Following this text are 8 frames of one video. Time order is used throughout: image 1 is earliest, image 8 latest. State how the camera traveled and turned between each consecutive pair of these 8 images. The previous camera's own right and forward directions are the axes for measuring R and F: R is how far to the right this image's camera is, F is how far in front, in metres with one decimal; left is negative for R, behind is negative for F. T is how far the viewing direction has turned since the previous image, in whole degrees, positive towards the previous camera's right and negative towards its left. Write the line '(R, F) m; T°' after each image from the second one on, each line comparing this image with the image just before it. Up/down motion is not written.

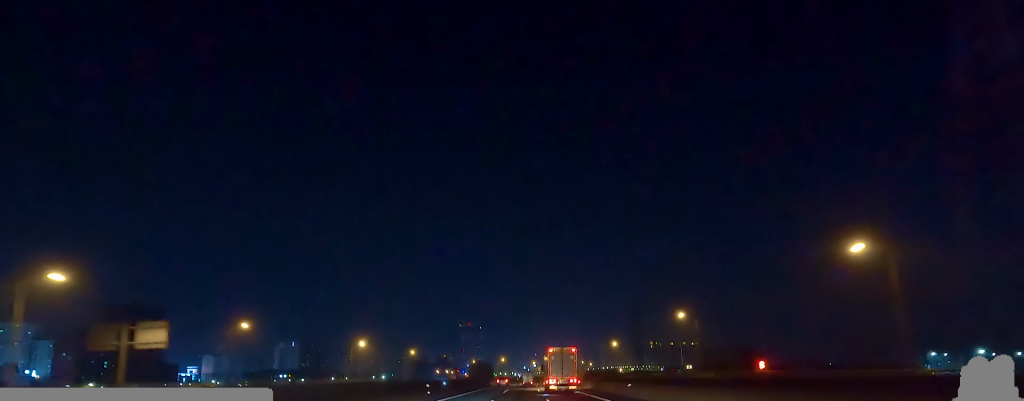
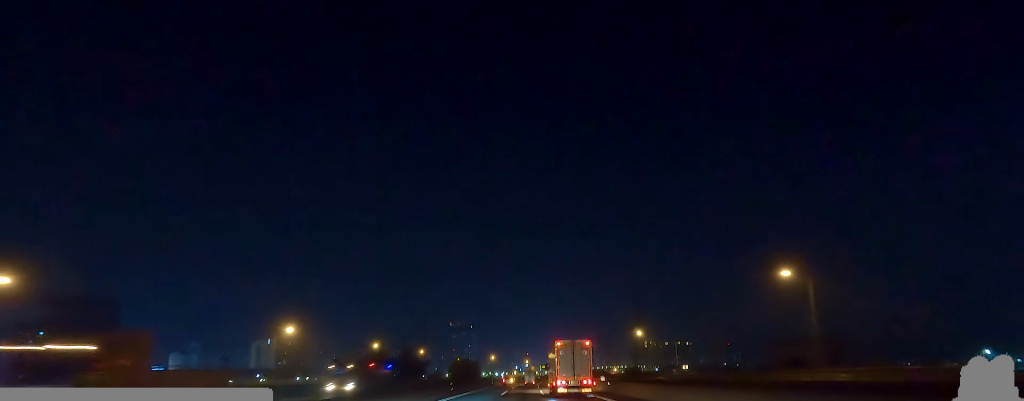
(+1.0, +39.0) m; +2°
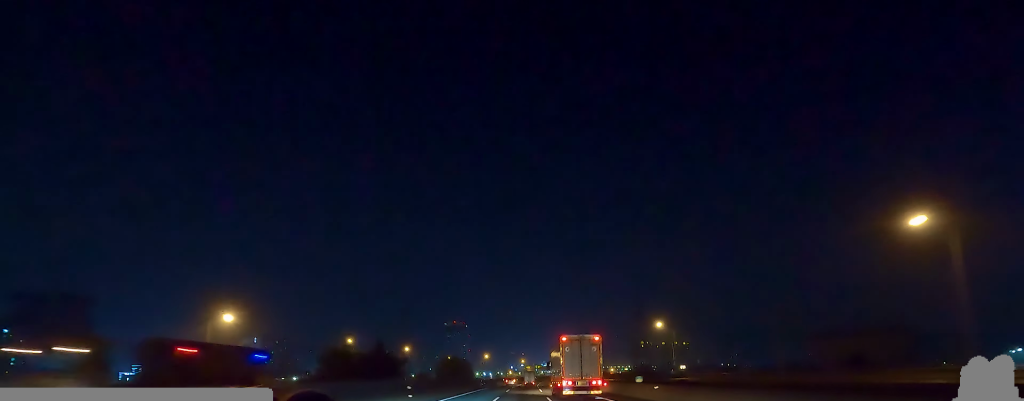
(0.0, +19.0) m; 0°
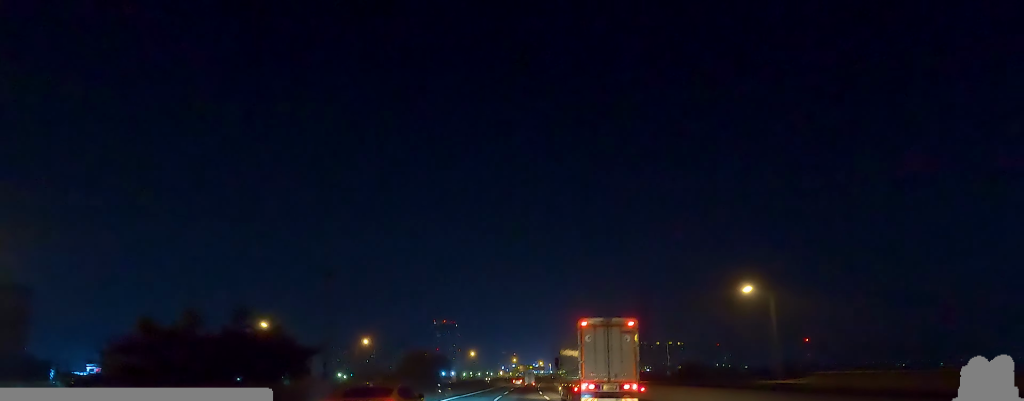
(0.0, +38.8) m; 0°
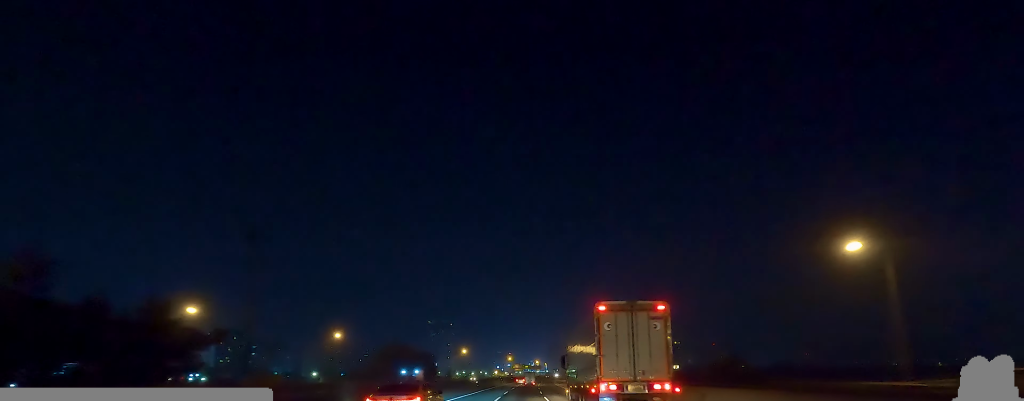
(0.0, +18.0) m; +1°
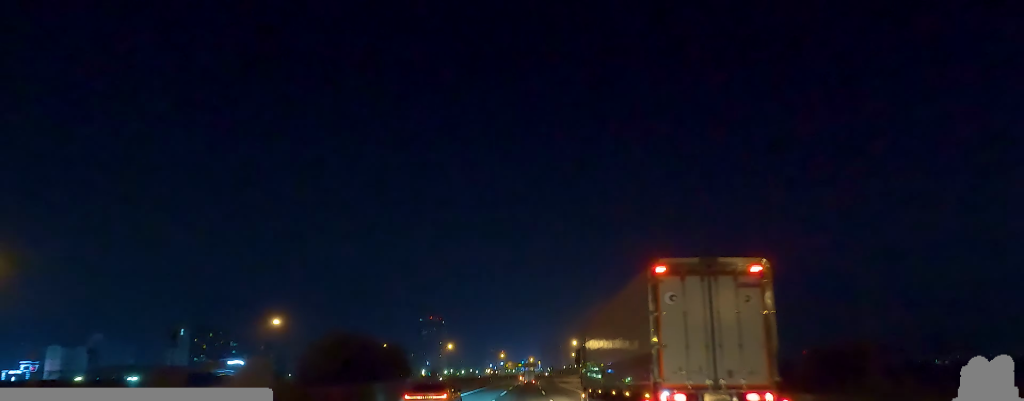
(+0.3, +27.0) m; +4°
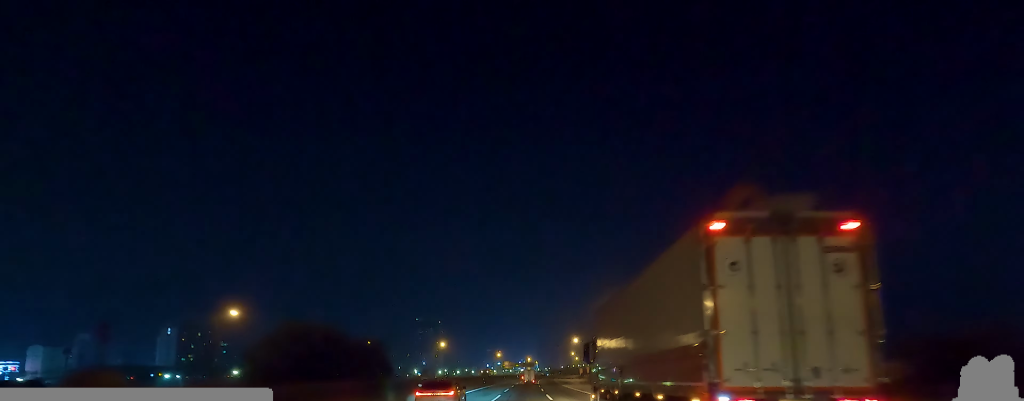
(+0.8, +12.6) m; +1°
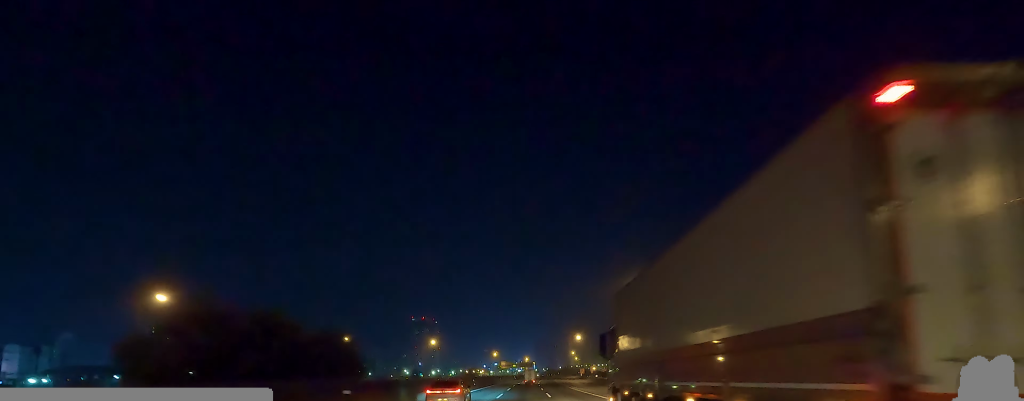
(+0.4, +15.2) m; 0°
